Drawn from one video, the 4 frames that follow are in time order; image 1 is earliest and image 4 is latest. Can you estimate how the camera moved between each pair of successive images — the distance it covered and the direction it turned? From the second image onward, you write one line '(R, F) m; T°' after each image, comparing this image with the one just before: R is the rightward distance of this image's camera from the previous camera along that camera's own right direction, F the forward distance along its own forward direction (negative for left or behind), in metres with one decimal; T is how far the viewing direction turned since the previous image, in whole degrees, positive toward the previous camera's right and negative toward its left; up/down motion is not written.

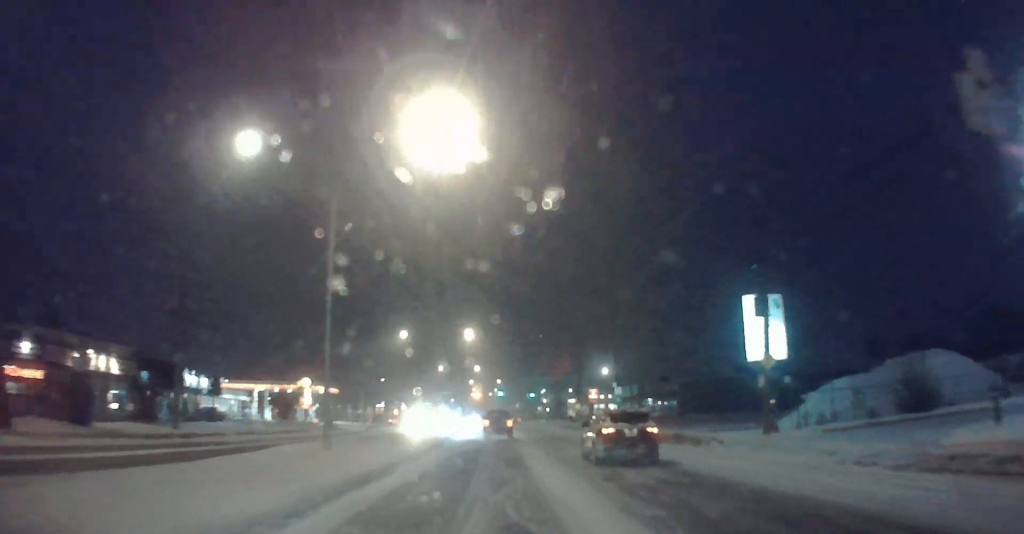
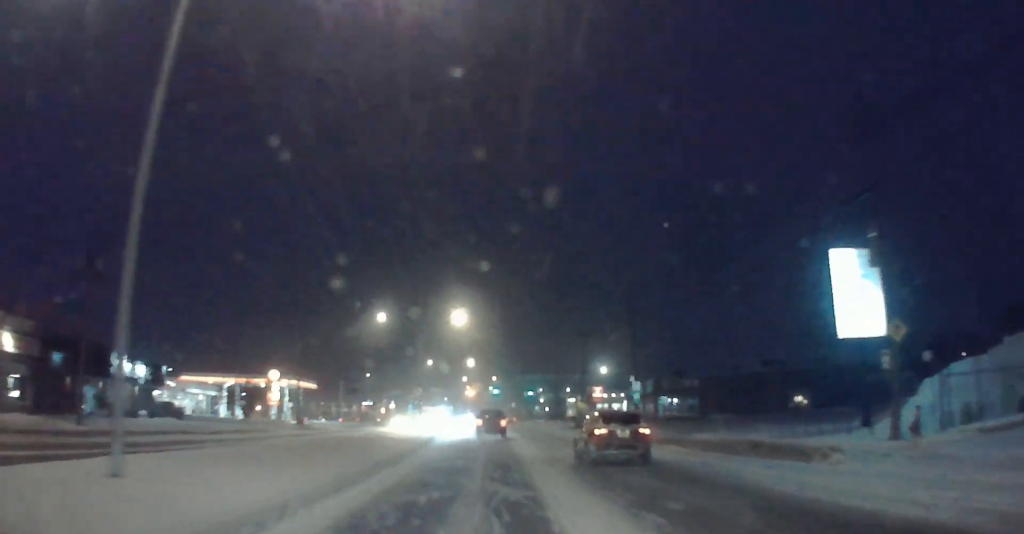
(+0.1, +11.4) m; +1°
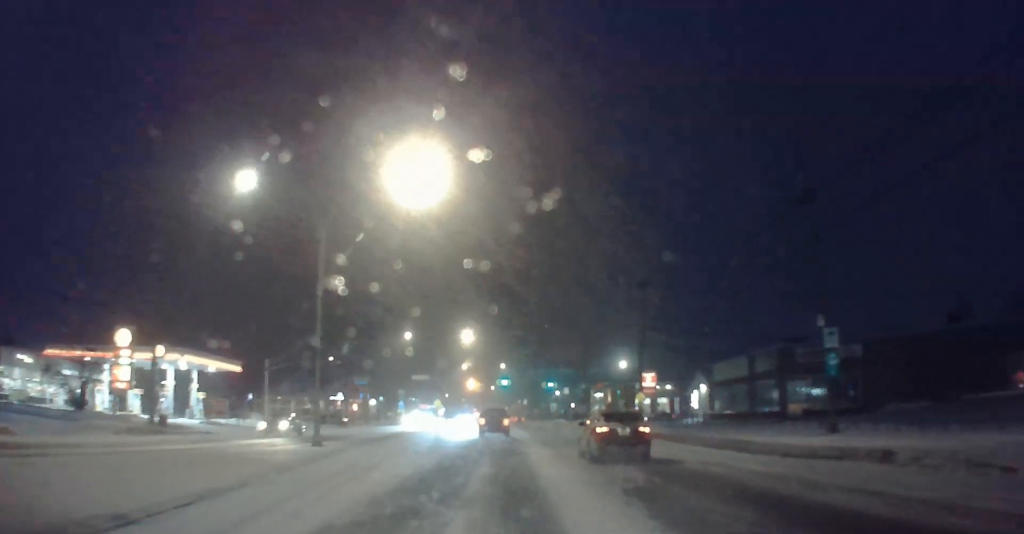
(+0.3, +34.7) m; 0°
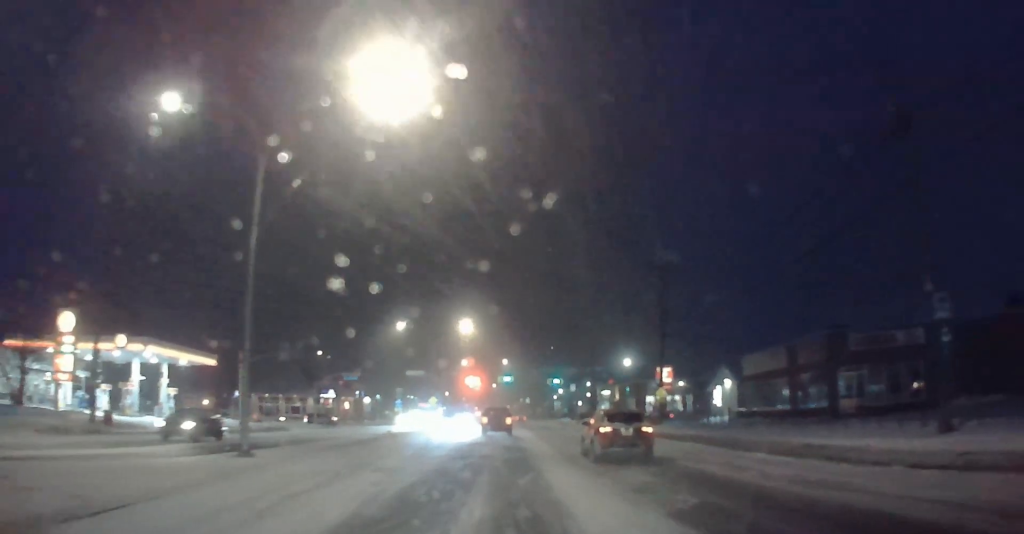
(-0.1, +6.6) m; -1°
